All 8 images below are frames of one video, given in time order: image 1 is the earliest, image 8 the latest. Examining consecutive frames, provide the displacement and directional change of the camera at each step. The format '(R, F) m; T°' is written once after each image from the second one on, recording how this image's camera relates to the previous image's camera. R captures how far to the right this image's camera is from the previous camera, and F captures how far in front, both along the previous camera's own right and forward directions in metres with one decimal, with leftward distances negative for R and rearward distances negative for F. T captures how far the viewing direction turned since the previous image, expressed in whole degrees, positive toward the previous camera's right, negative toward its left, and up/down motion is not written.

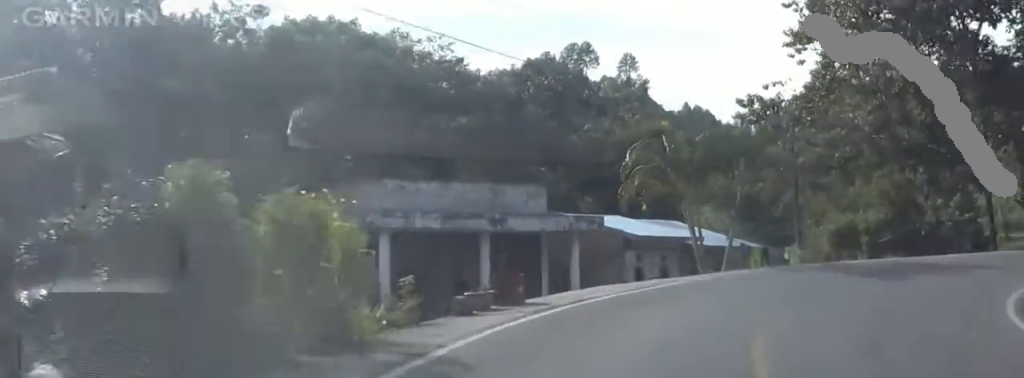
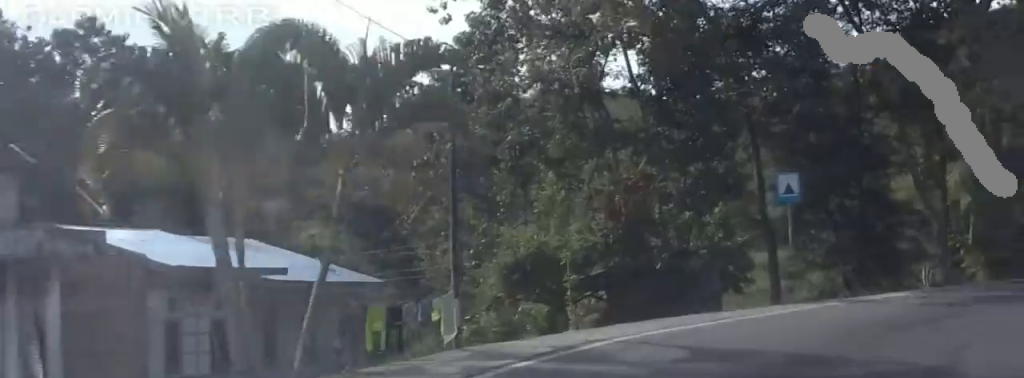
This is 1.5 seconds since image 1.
(+3.2, +14.1) m; +27°
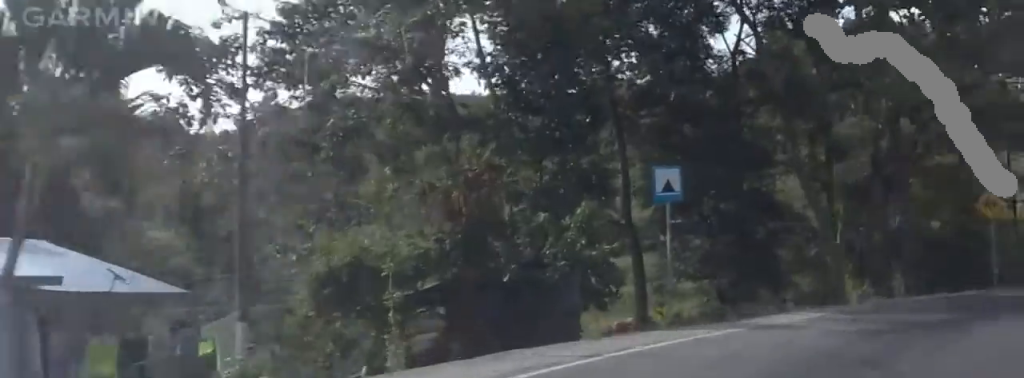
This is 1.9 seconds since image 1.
(-0.1, +3.8) m; +9°
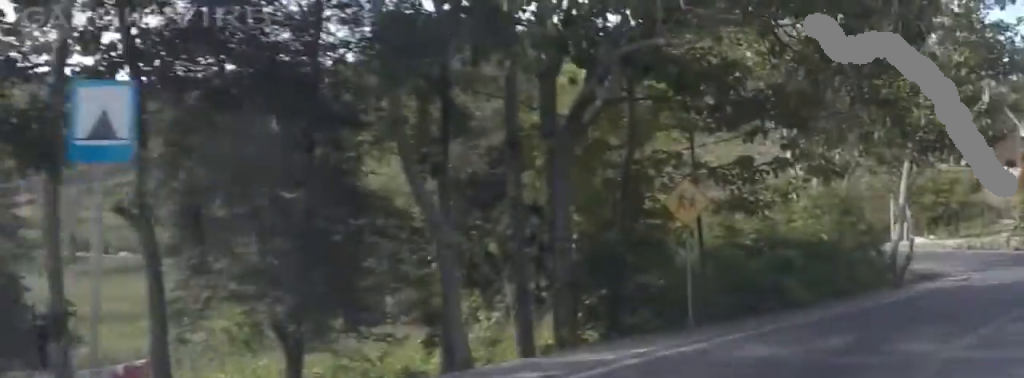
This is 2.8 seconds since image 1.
(+2.0, +8.4) m; +18°
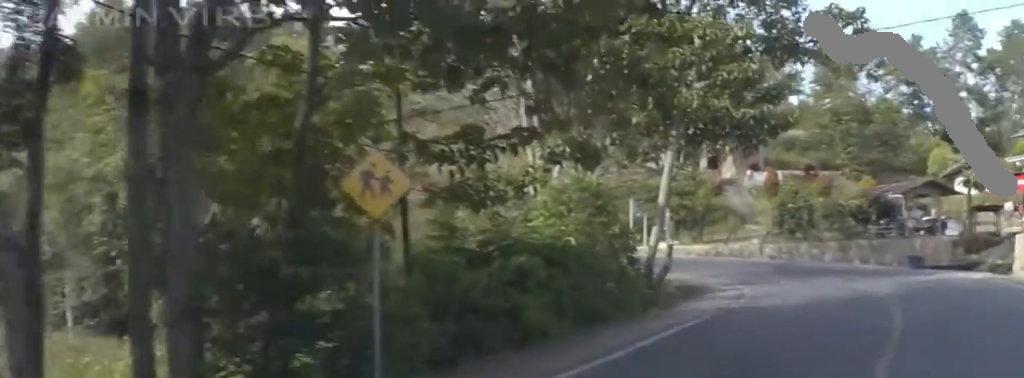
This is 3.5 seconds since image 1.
(+0.5, +5.9) m; +14°
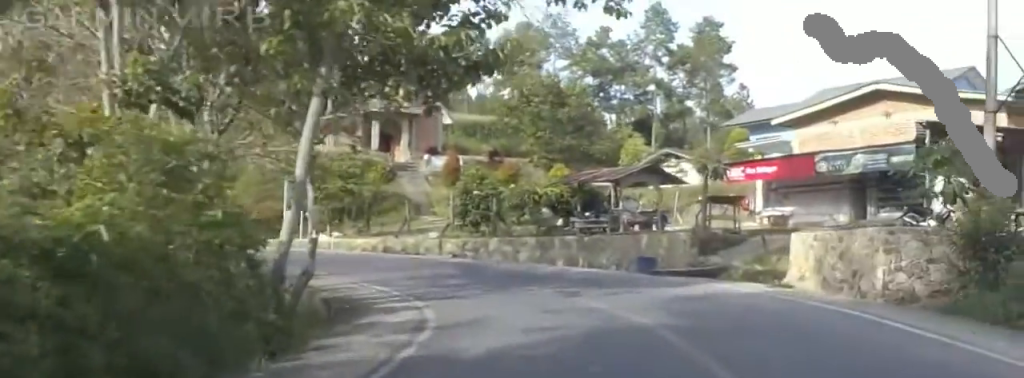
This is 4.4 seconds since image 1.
(+1.1, +7.7) m; +16°
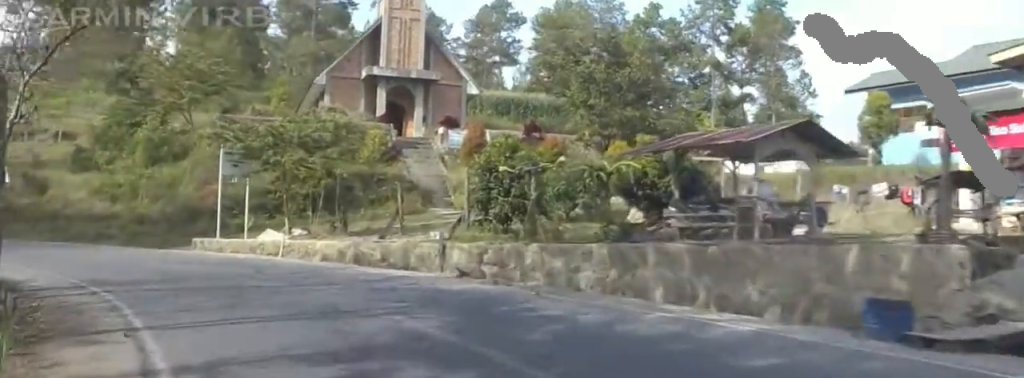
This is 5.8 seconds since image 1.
(+1.5, +13.3) m; -2°
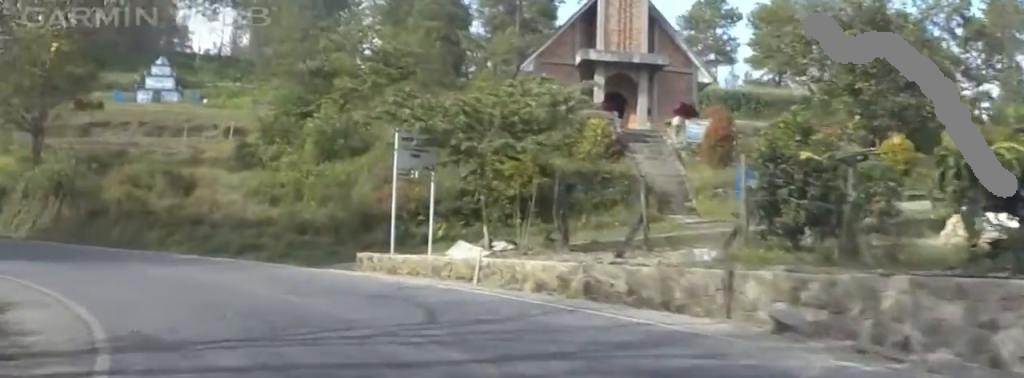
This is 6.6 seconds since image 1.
(-0.6, +7.5) m; -11°
